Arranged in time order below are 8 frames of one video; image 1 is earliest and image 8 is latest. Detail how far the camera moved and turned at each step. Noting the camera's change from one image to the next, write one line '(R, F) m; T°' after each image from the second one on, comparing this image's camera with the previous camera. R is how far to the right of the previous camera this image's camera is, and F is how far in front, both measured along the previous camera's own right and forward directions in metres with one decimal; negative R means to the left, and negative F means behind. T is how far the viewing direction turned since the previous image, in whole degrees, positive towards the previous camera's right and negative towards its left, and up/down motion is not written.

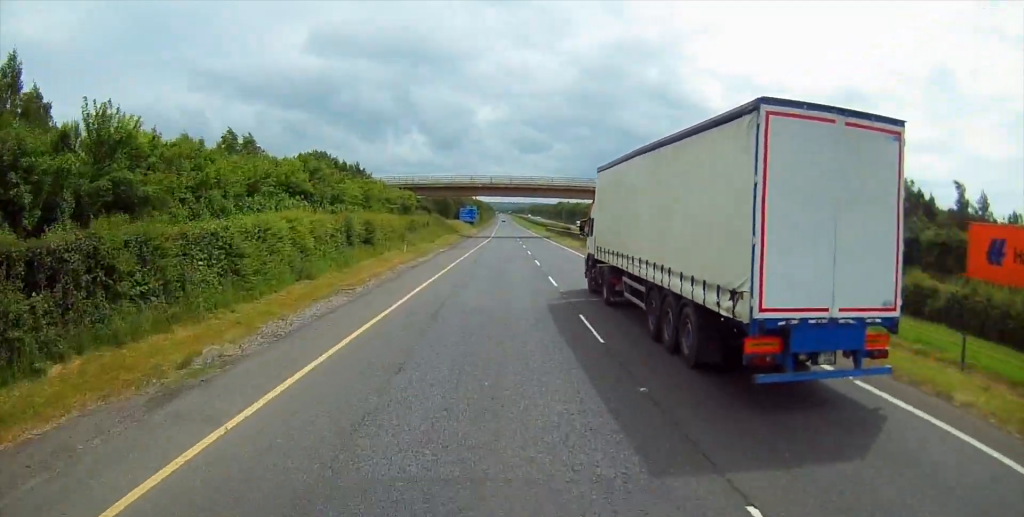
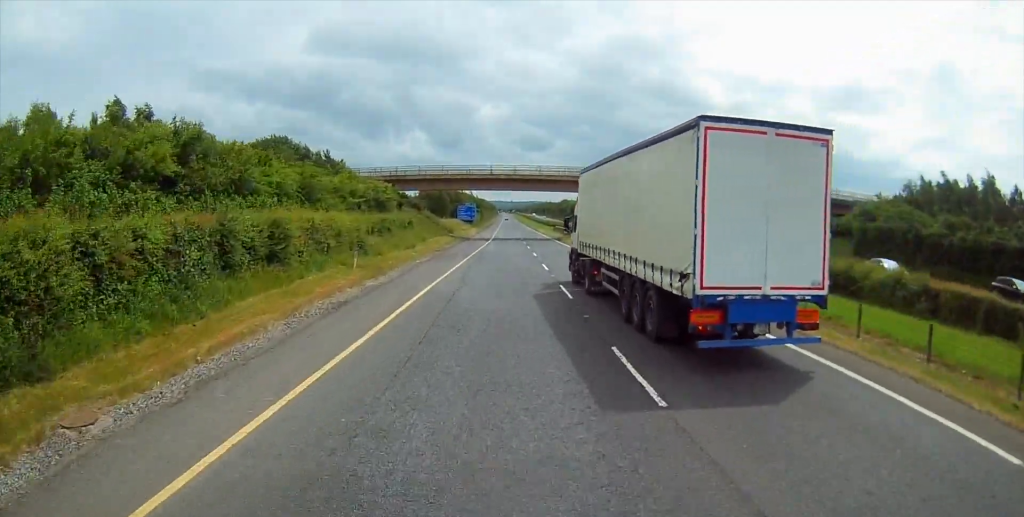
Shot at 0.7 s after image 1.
(-0.1, +16.6) m; -1°
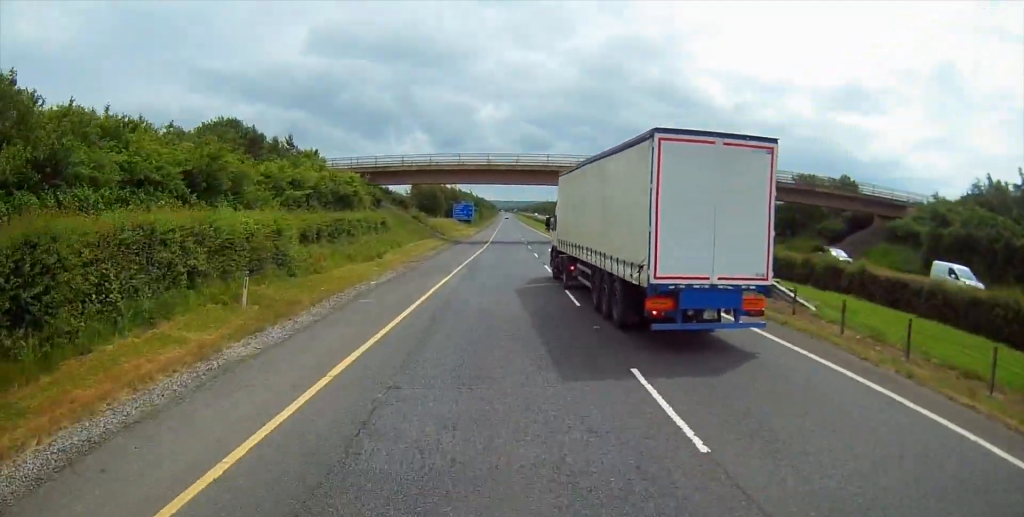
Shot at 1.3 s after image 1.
(-0.2, +13.7) m; -1°
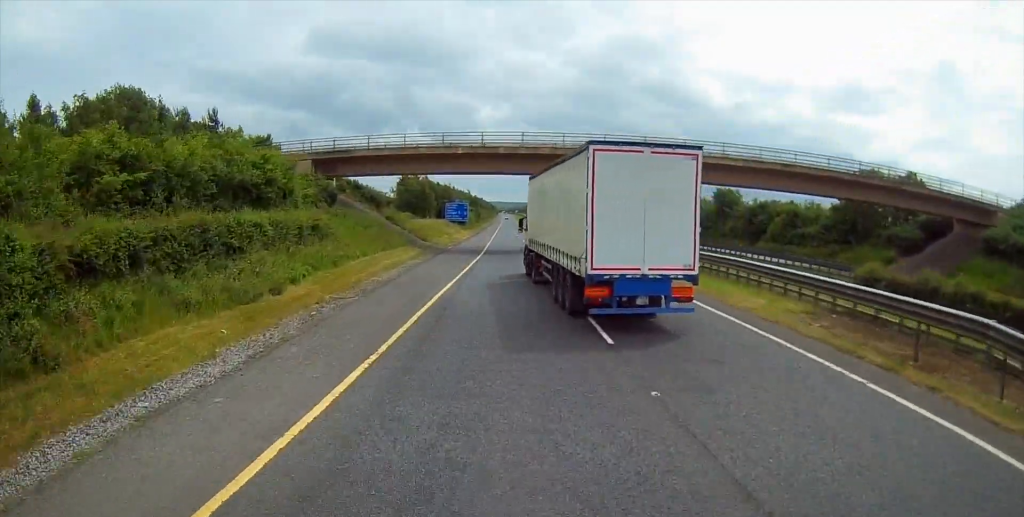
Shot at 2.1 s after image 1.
(0.0, +17.7) m; +1°
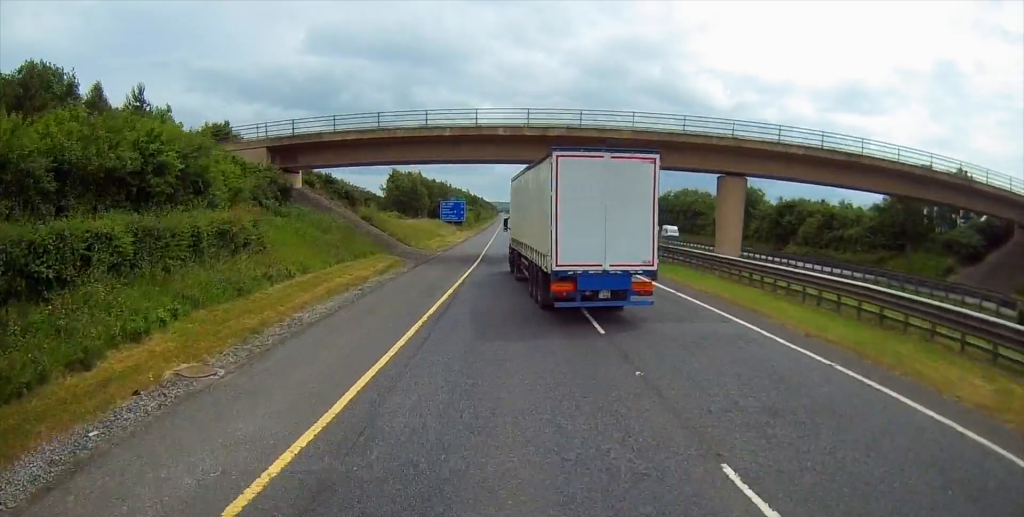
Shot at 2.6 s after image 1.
(0.0, +10.8) m; 0°
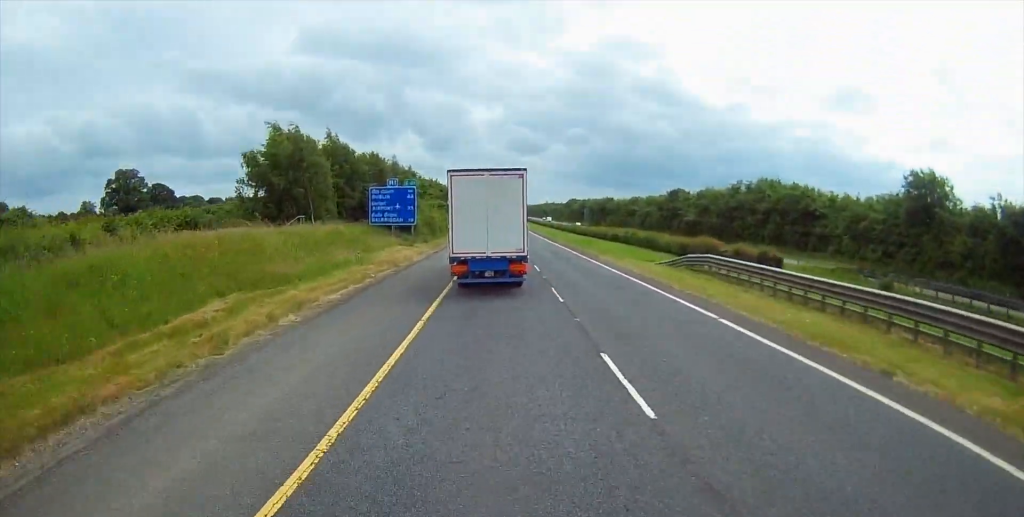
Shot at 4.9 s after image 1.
(-0.1, +54.8) m; -1°
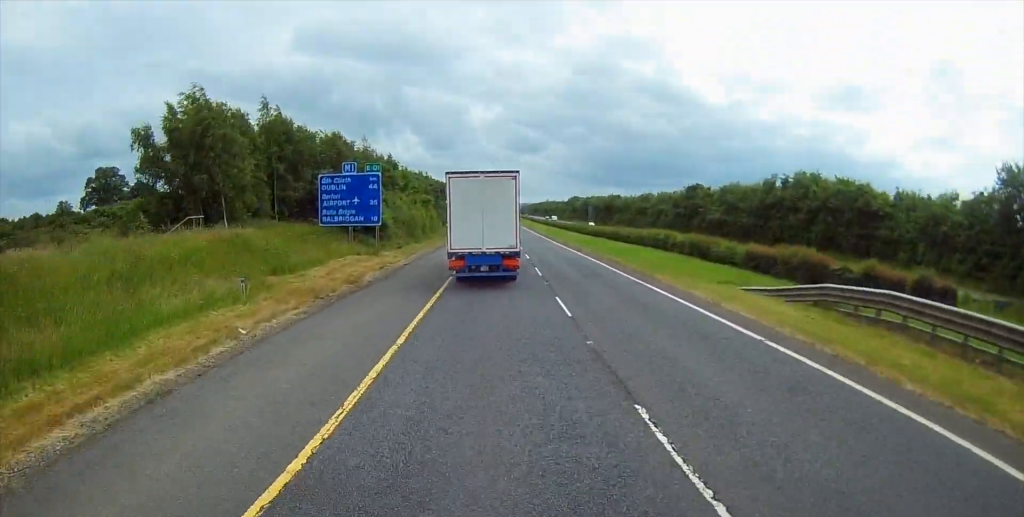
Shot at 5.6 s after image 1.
(-0.1, +15.6) m; 0°
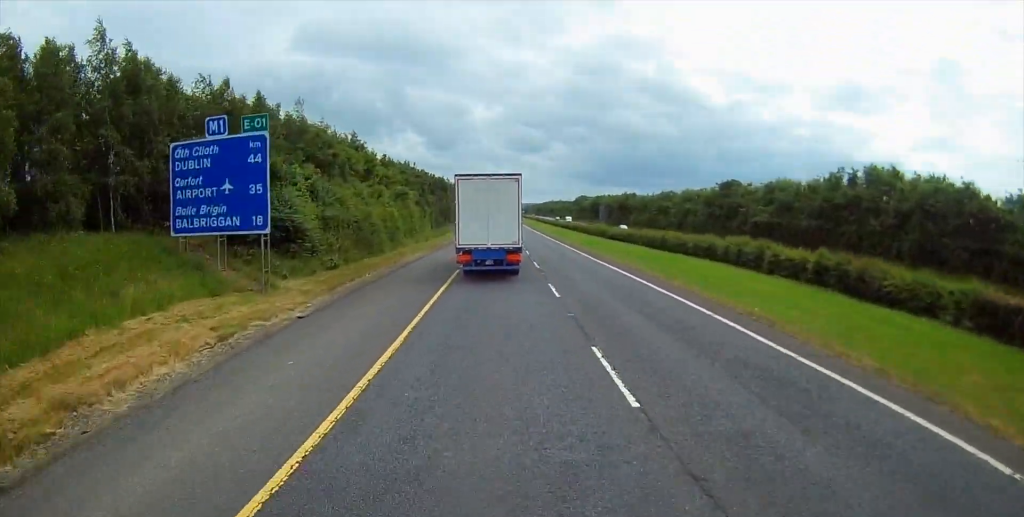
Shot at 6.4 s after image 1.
(+0.4, +20.2) m; +1°
